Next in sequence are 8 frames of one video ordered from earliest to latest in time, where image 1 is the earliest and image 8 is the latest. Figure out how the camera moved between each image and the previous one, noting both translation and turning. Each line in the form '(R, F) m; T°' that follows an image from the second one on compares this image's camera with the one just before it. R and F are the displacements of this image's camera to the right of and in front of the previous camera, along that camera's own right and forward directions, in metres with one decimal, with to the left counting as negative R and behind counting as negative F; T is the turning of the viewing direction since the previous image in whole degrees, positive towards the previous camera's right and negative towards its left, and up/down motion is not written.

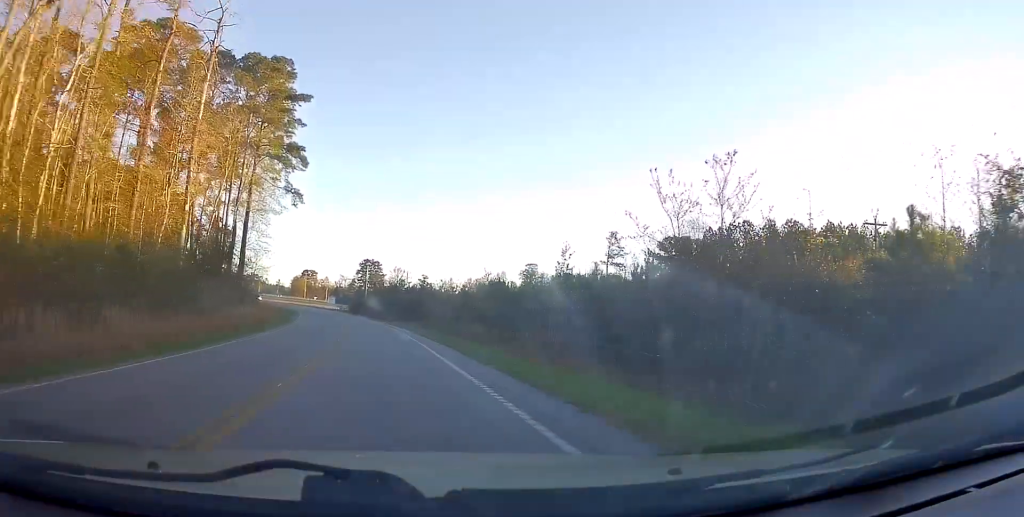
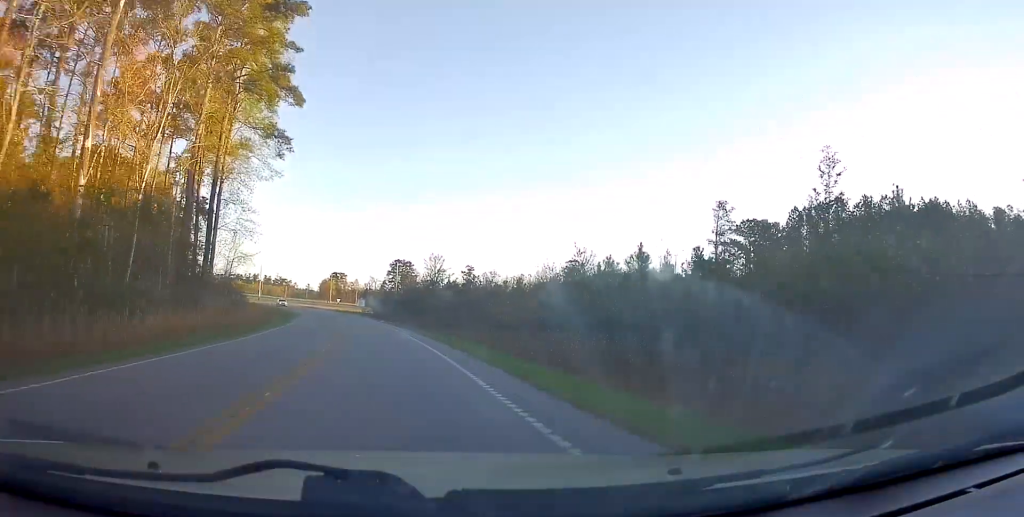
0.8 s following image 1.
(-0.4, +19.2) m; -3°
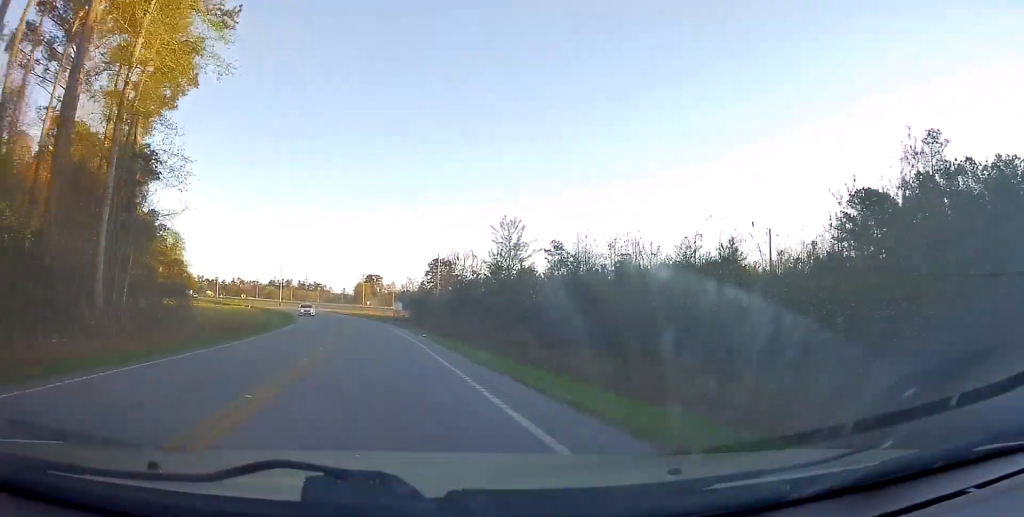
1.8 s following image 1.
(-1.0, +23.1) m; -5°
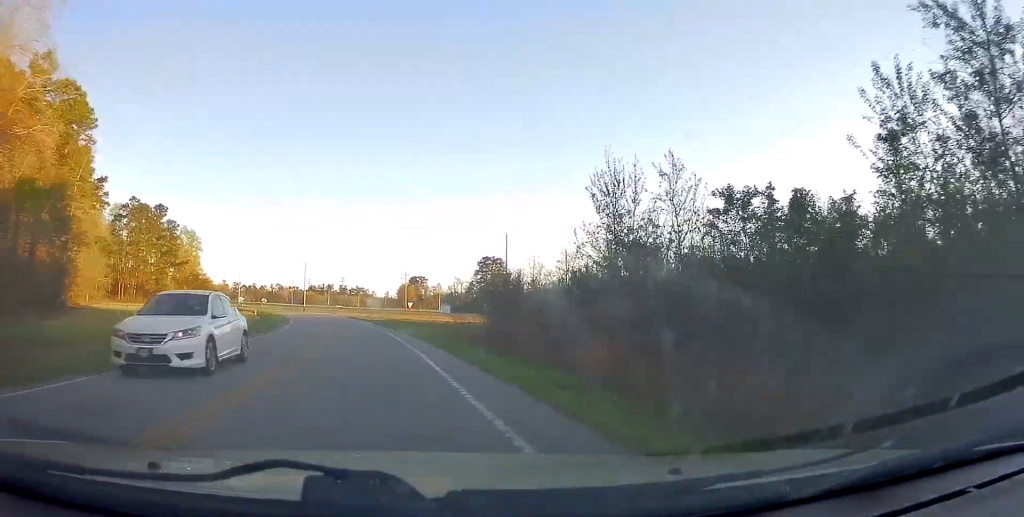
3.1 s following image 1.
(-1.5, +29.7) m; -6°
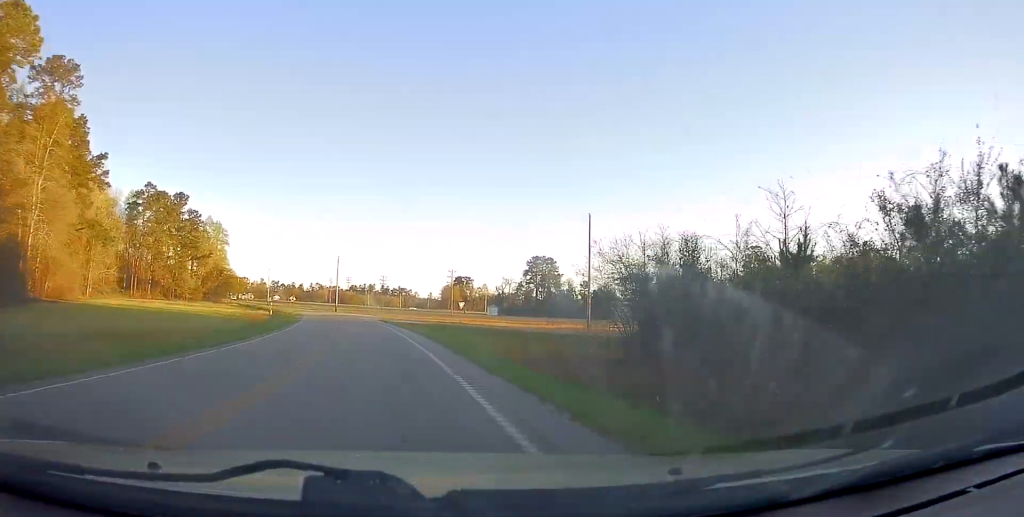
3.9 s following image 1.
(-0.6, +18.0) m; -3°
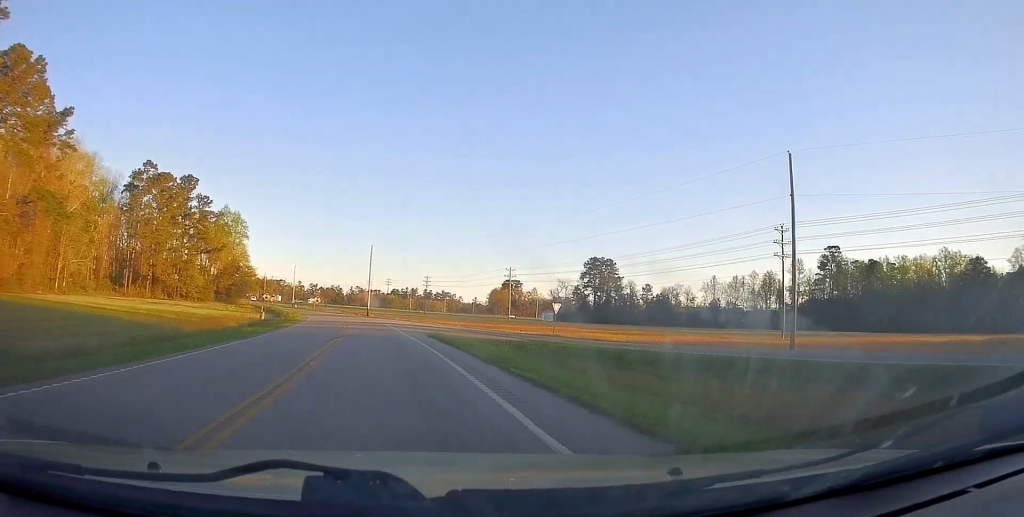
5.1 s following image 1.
(-0.6, +27.5) m; -4°
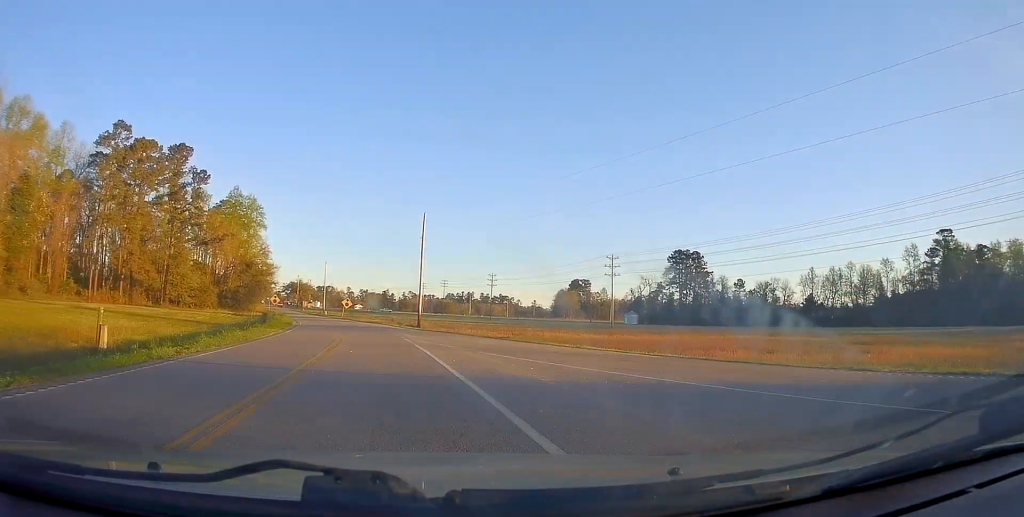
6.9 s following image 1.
(-2.8, +39.2) m; -7°
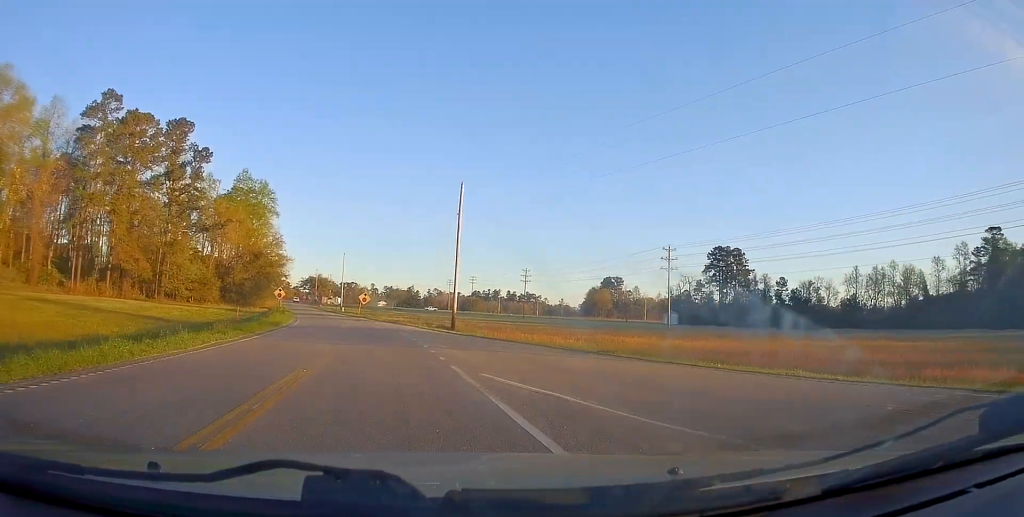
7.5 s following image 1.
(0.0, +14.4) m; -2°
